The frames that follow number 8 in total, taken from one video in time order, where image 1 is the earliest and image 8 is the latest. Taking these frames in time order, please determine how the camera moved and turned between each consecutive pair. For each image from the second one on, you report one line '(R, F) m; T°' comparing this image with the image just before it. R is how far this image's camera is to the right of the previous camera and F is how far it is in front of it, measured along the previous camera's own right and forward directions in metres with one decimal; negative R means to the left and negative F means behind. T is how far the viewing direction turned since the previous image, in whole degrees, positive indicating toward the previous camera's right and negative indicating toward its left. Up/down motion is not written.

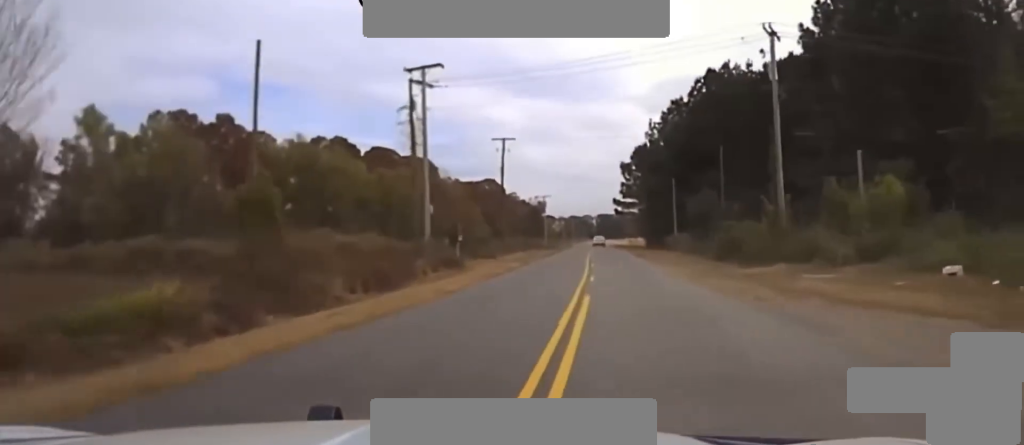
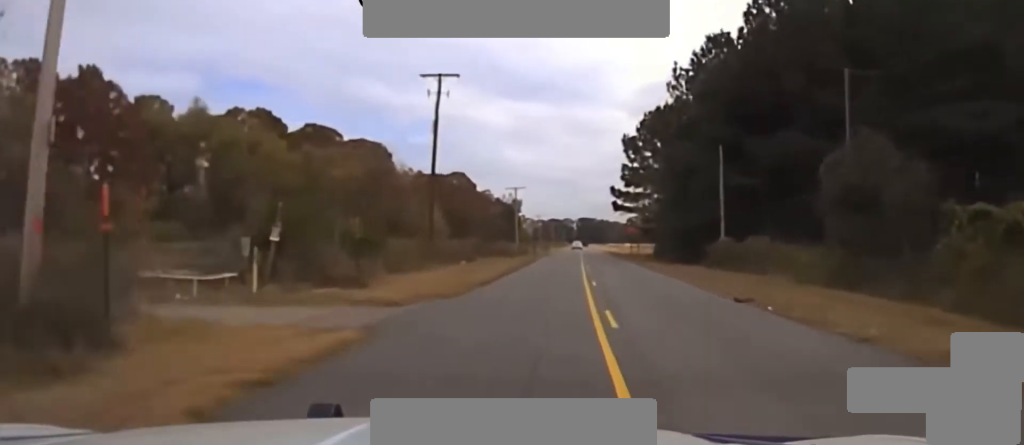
(+0.5, +40.1) m; 0°
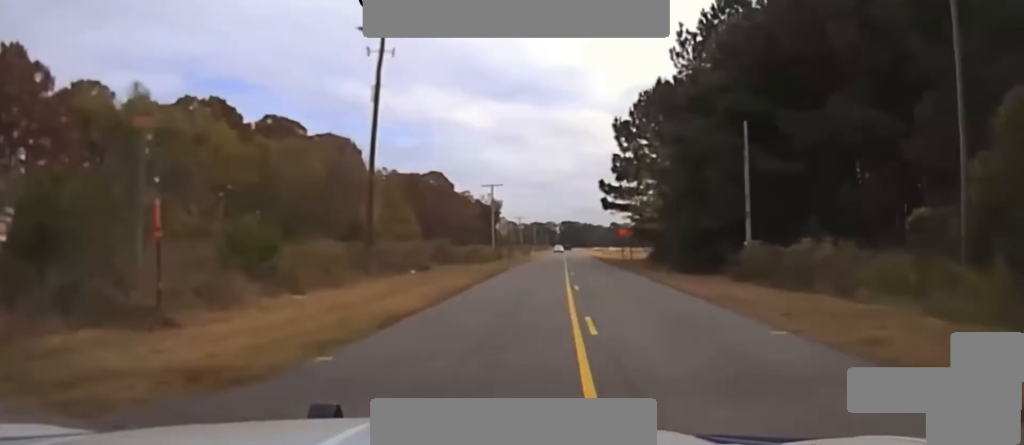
(+0.1, +13.0) m; 0°
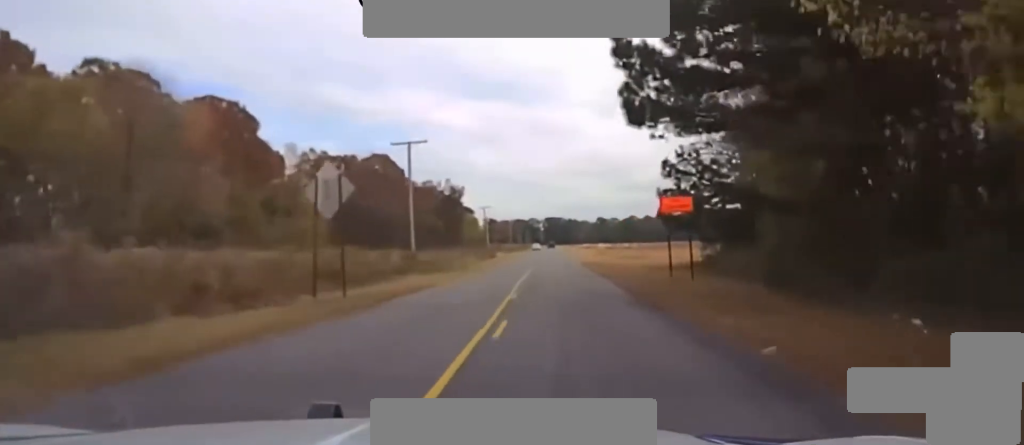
(-0.5, +43.3) m; +5°
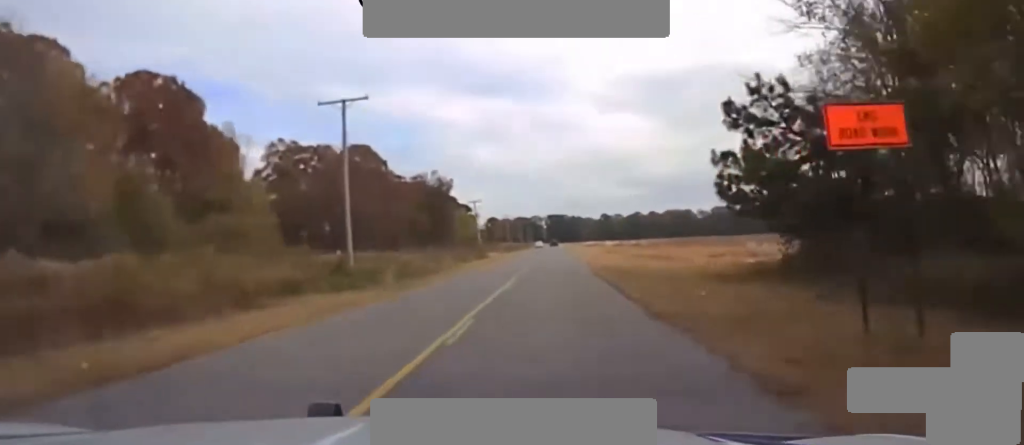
(+1.0, +18.6) m; +2°
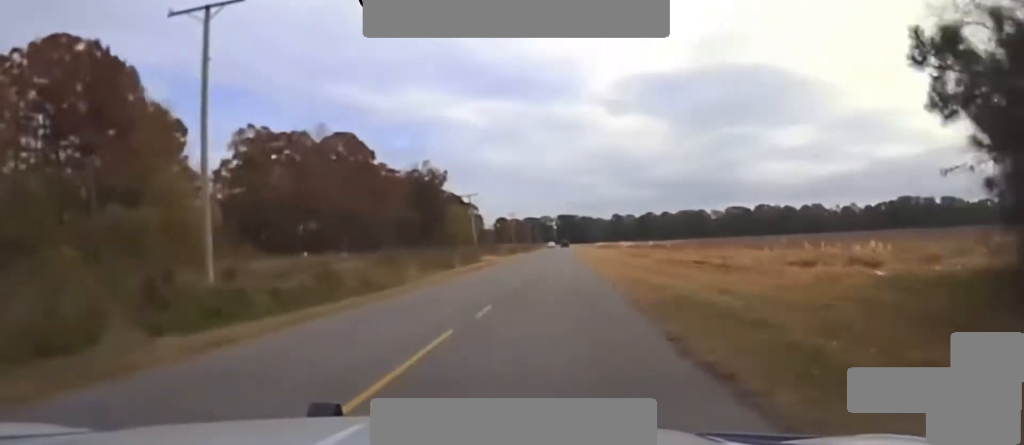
(+1.8, +18.8) m; 0°
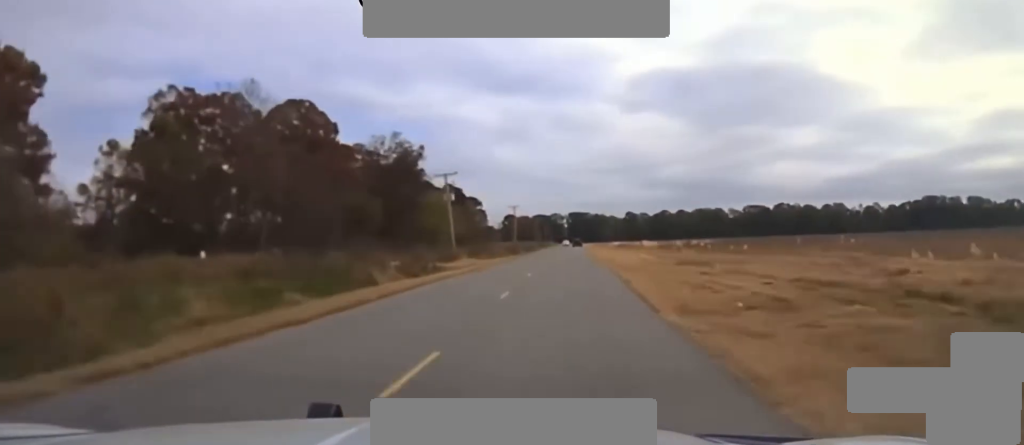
(-2.4, +31.1) m; -4°
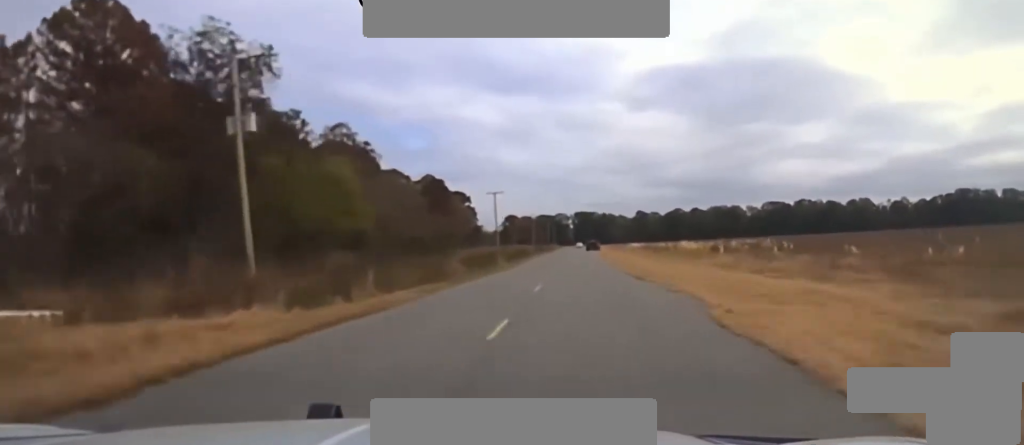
(-0.5, +56.0) m; -1°
